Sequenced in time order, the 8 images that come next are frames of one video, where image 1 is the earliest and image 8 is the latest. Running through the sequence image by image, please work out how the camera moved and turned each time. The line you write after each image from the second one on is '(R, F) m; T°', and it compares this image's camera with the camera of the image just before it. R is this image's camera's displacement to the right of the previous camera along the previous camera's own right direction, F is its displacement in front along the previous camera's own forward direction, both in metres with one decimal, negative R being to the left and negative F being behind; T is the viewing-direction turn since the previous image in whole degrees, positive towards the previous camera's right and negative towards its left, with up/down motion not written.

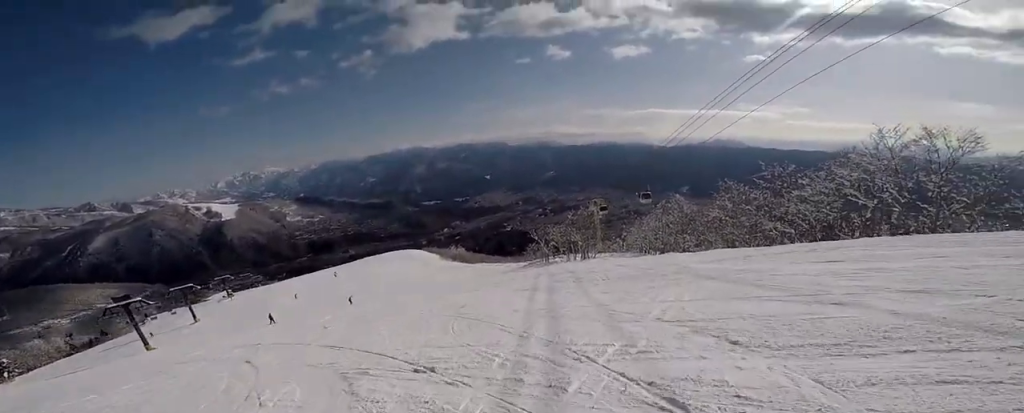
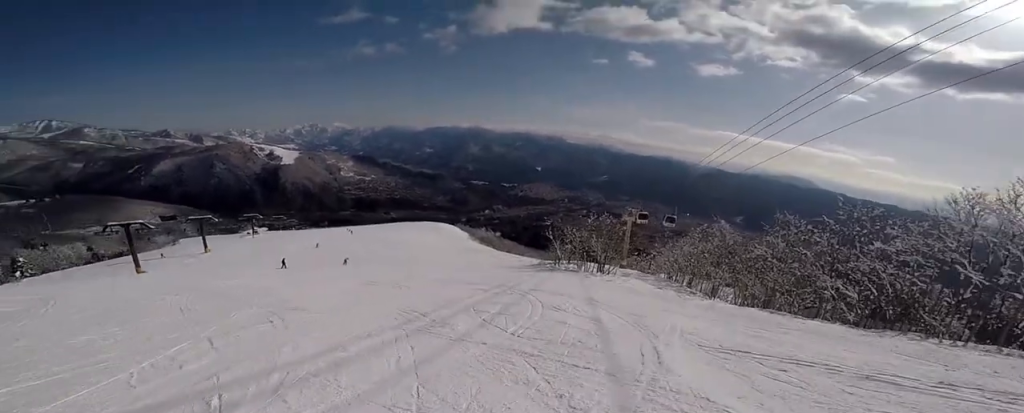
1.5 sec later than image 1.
(+1.2, +7.5) m; +9°
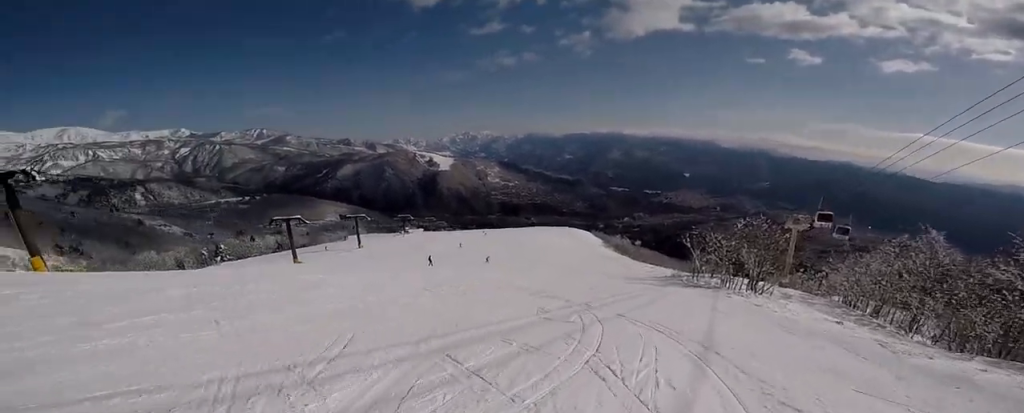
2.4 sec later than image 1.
(-0.1, +5.1) m; -15°
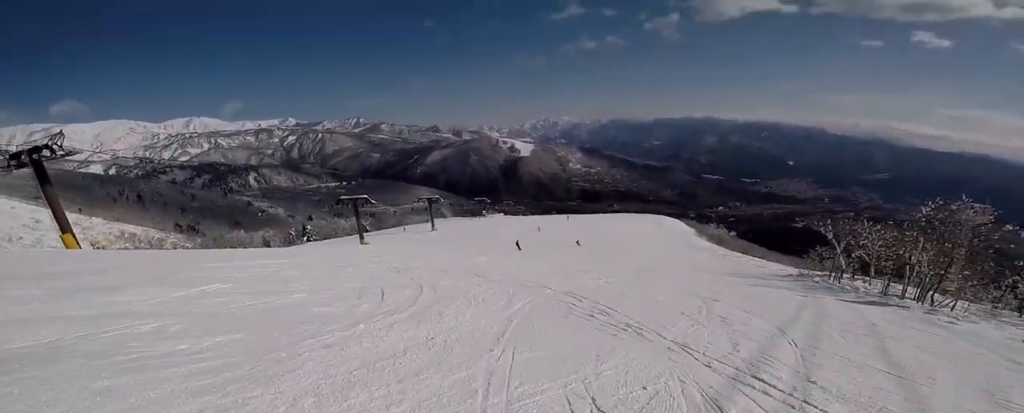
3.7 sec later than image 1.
(-2.3, +6.5) m; -39°
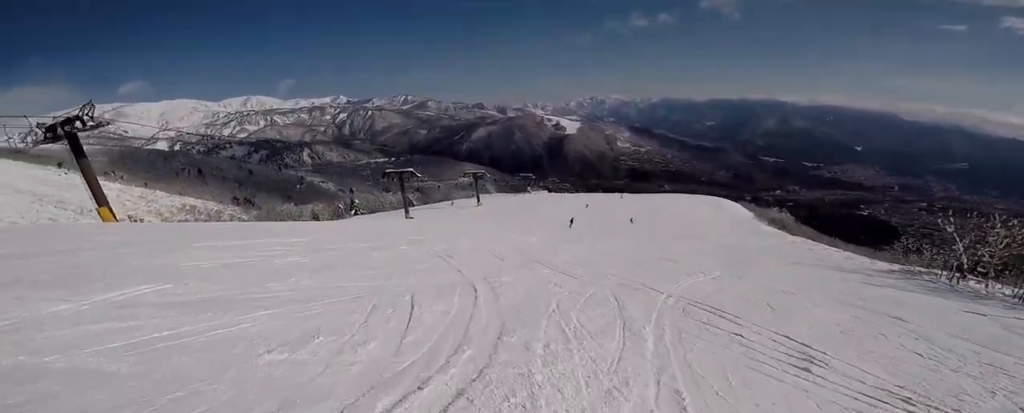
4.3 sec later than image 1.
(-0.8, +3.6) m; -17°
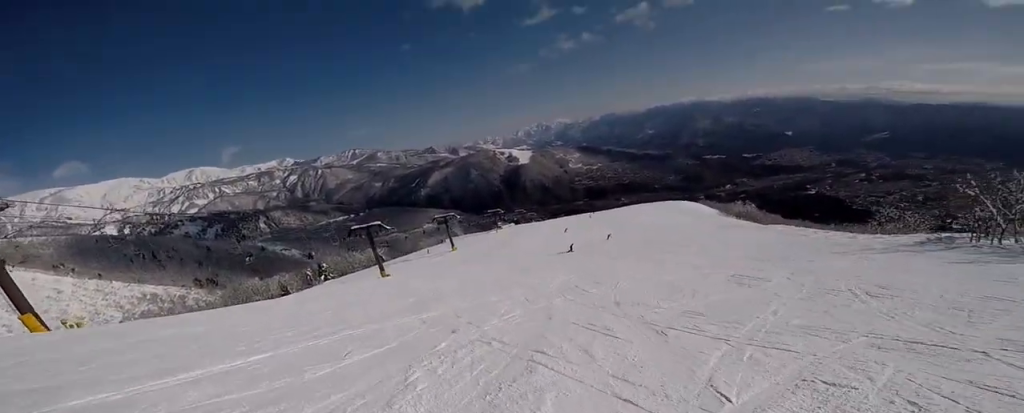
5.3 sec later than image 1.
(-1.0, +5.2) m; -1°
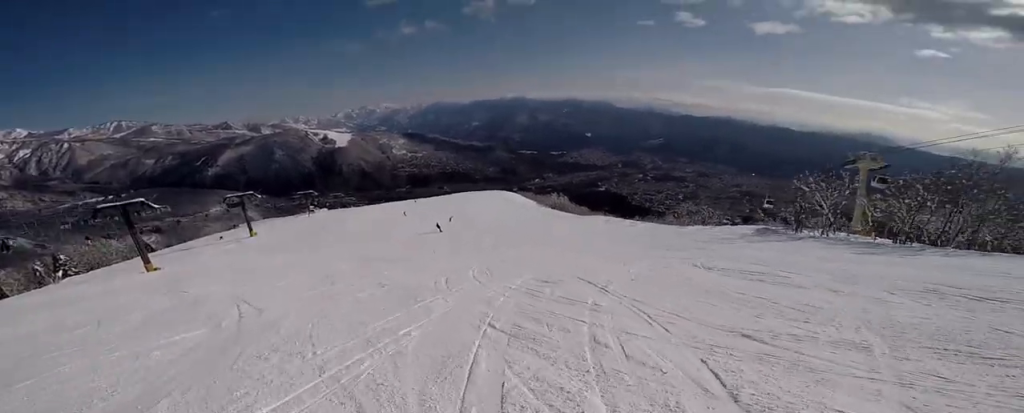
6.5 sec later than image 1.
(+1.3, +6.4) m; +30°
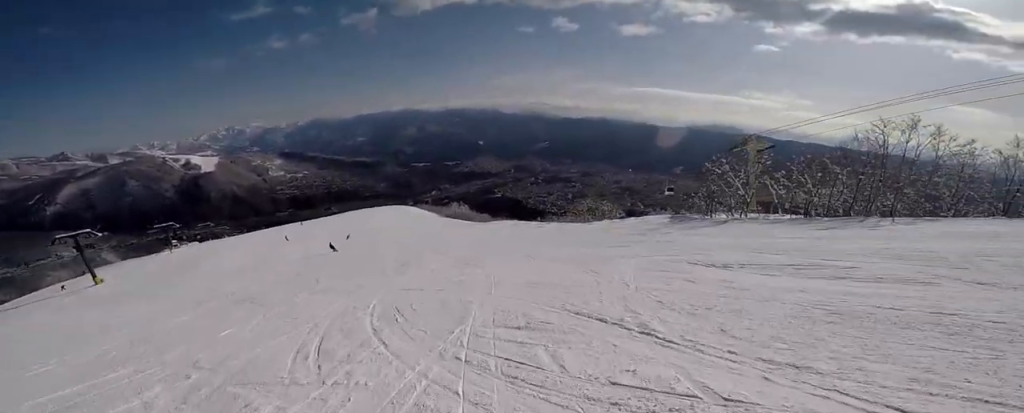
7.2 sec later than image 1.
(+0.8, +4.1) m; +10°
